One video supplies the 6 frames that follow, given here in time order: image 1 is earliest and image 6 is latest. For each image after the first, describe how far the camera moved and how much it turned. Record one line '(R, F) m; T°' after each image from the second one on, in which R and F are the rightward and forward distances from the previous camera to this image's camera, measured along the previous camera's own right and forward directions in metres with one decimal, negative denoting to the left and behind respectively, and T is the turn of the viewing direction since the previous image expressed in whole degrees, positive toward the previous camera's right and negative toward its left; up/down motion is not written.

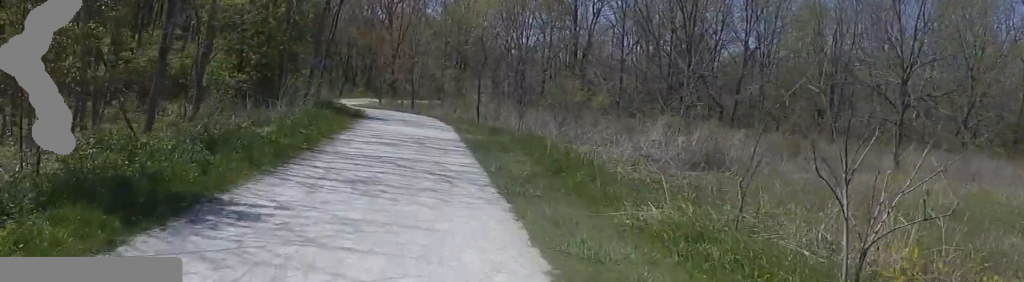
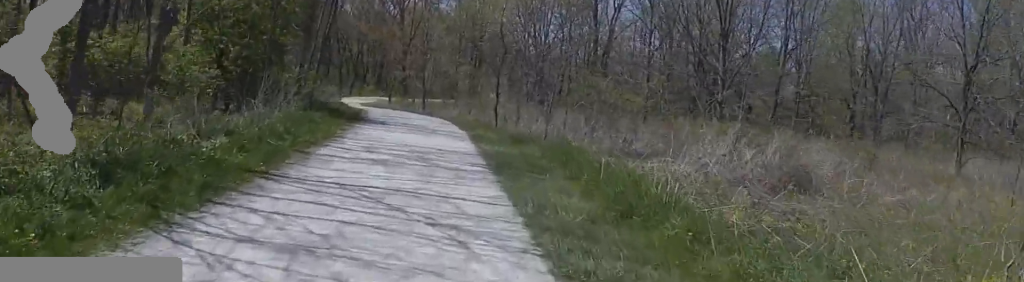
(-0.4, +3.2) m; 0°
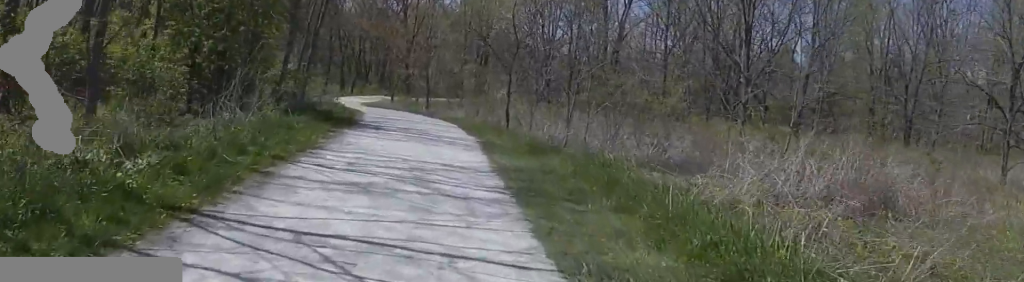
(+0.1, +2.3) m; 0°
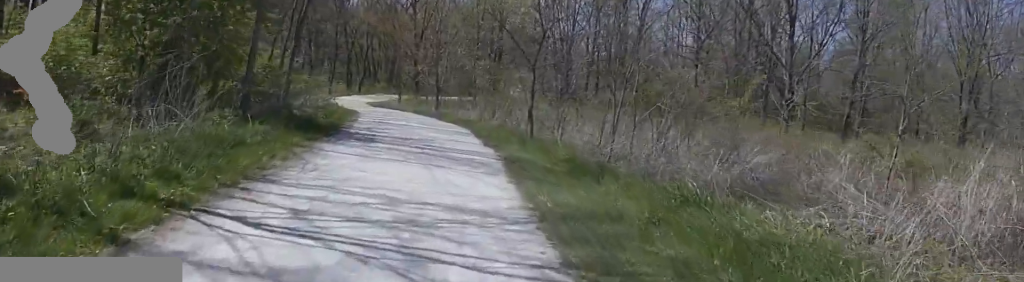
(+0.4, +3.2) m; 0°
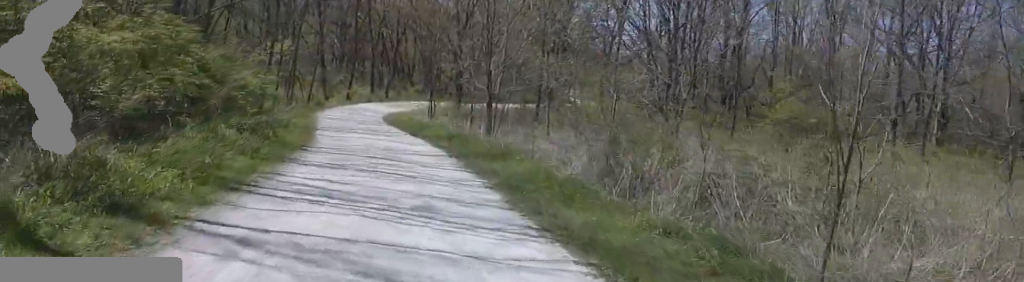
(-1.9, +14.1) m; -18°
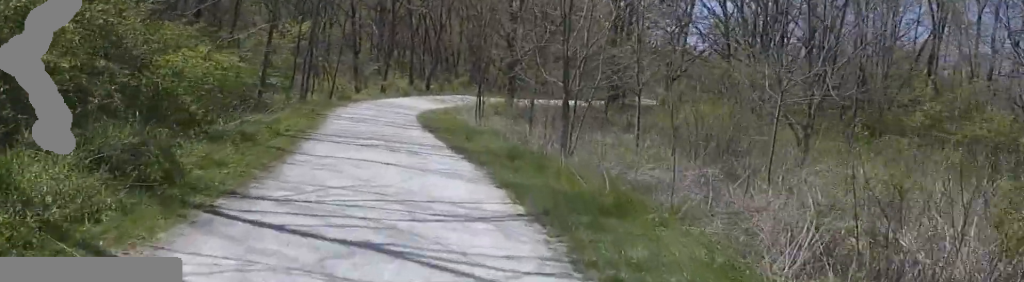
(-1.2, +5.6) m; -4°
